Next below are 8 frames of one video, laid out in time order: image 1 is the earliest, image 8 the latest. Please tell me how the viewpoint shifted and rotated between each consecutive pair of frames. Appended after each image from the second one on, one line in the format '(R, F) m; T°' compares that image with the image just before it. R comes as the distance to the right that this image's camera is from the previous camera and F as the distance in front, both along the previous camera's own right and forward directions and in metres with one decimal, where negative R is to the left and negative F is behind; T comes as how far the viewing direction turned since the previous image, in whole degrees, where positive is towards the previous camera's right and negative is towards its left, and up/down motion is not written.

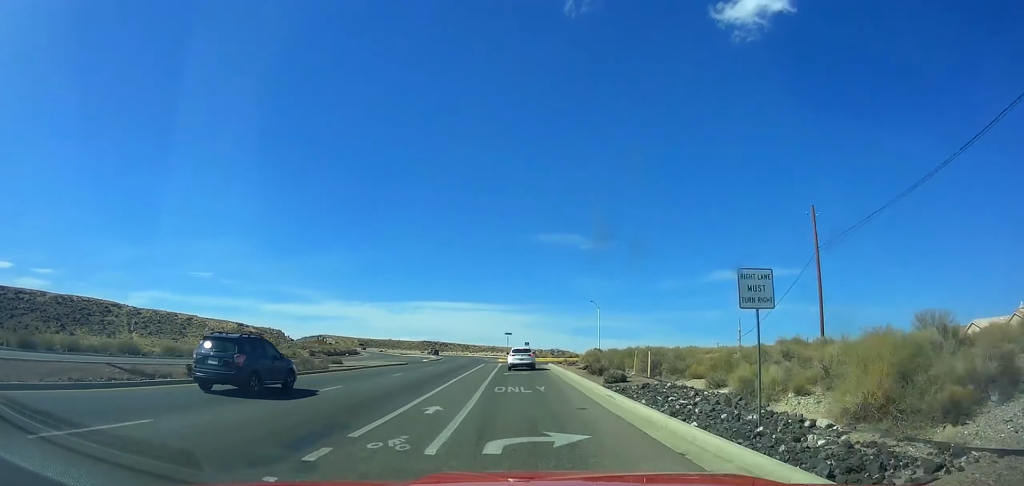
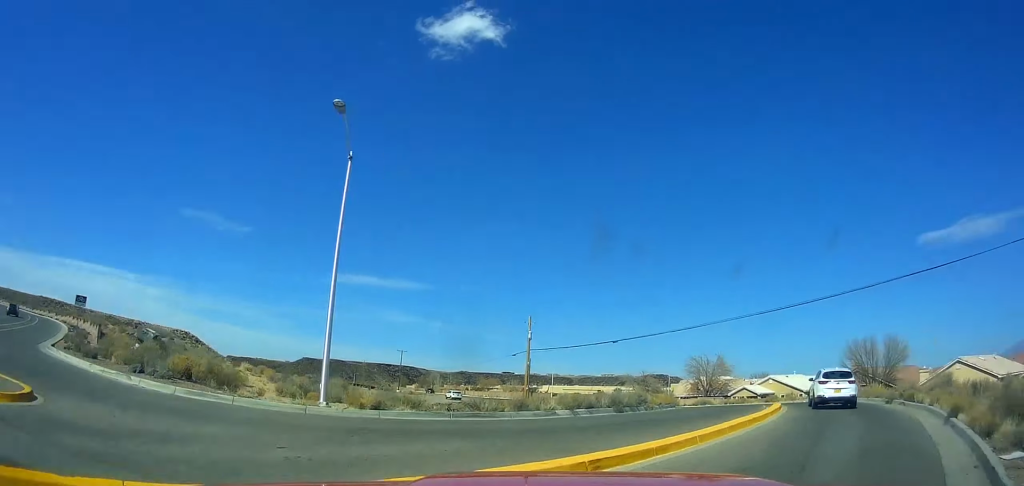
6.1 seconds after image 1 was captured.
(+3.5, +71.6) m; +24°
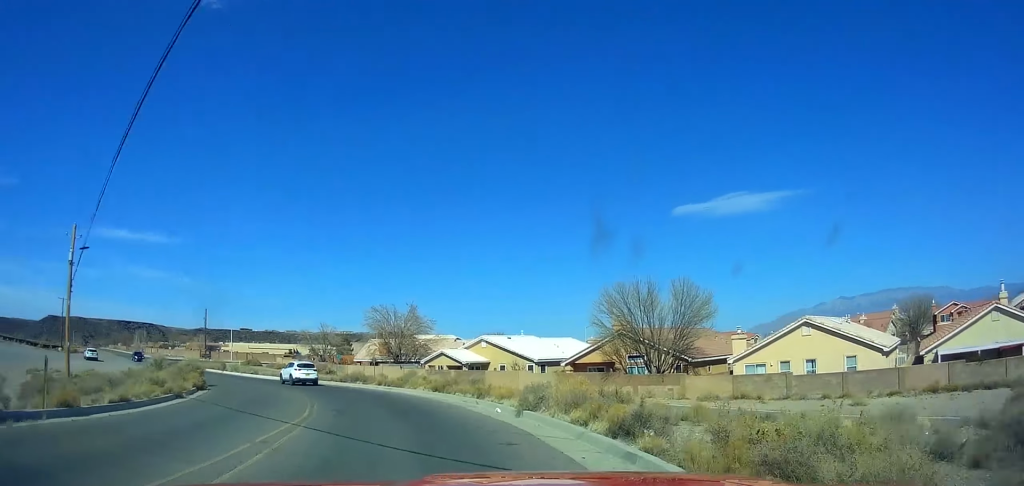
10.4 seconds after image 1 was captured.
(+14.7, +32.4) m; +27°
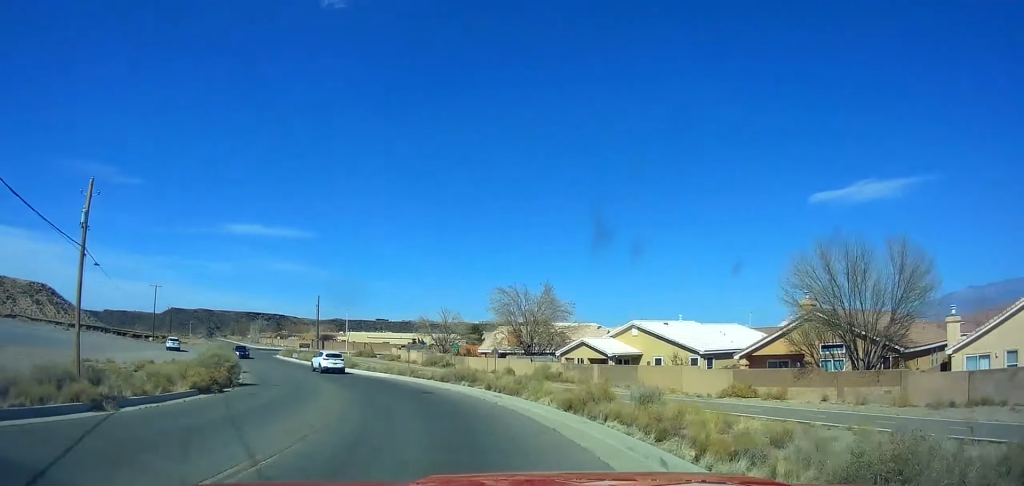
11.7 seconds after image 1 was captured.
(+0.8, +11.4) m; -6°
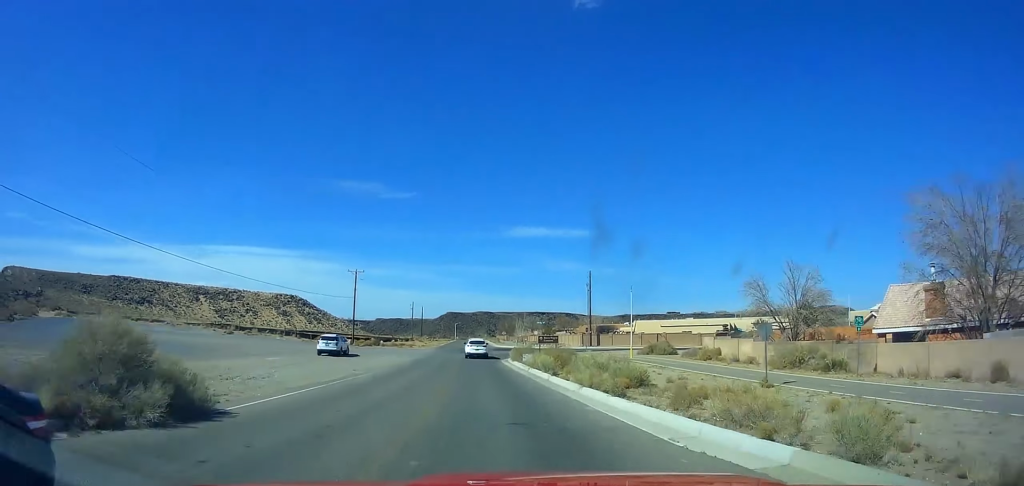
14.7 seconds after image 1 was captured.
(-4.5, +28.8) m; -17°
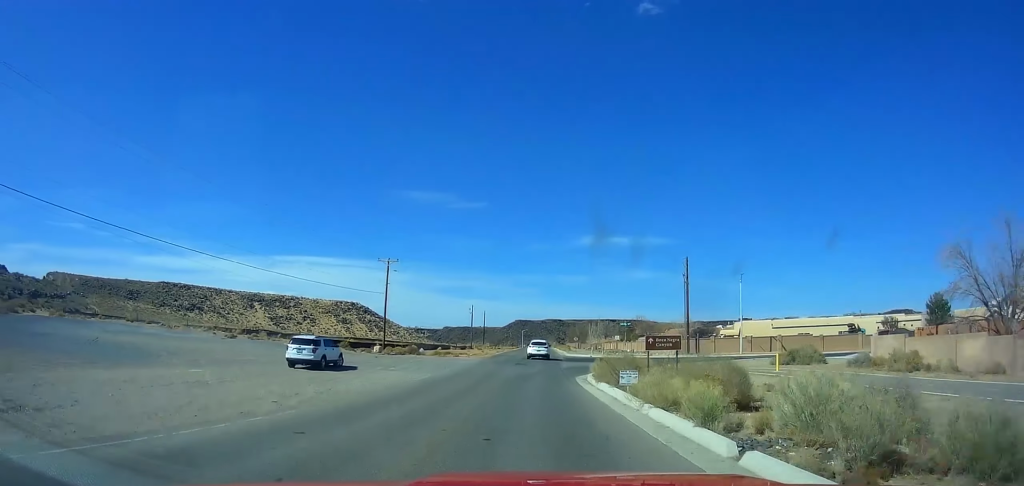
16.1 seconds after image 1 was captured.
(-1.0, +15.3) m; -7°
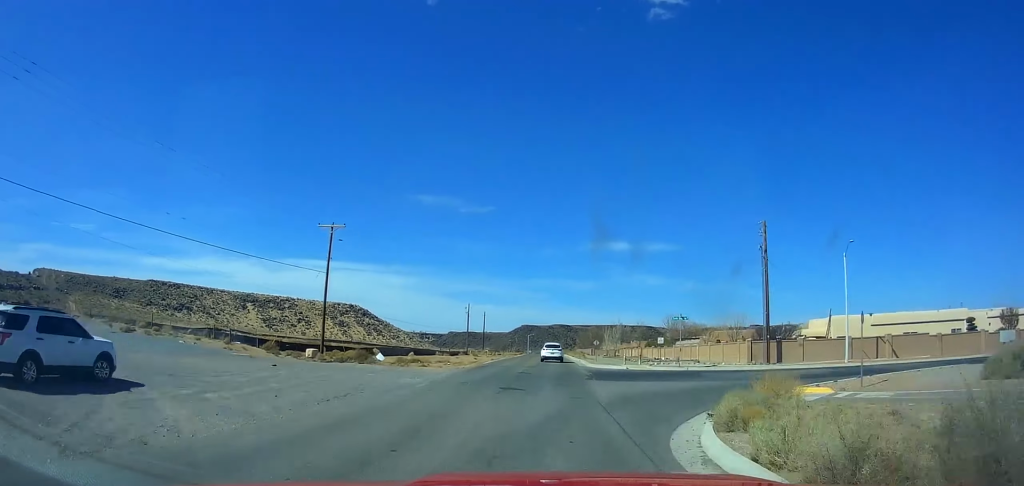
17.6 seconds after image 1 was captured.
(-1.8, +18.3) m; -3°
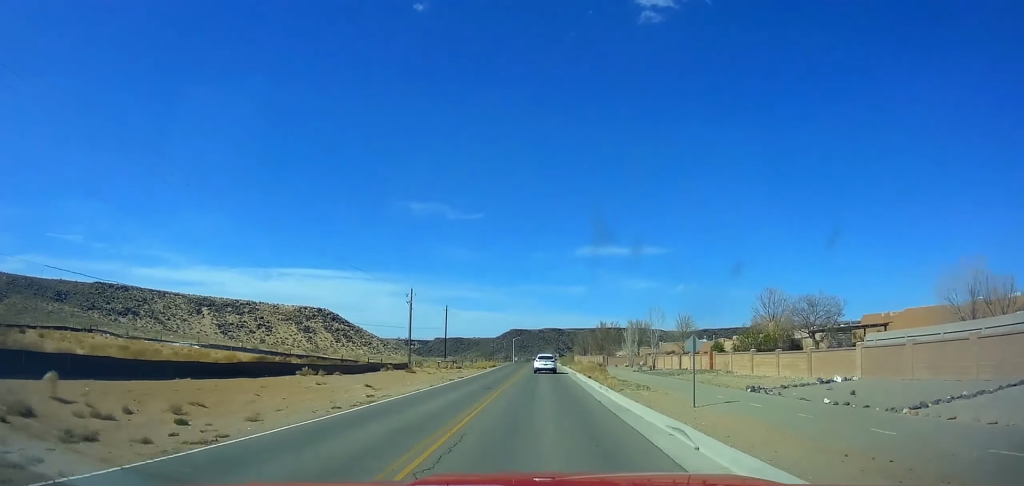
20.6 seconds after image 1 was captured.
(-1.2, +39.2) m; -2°
